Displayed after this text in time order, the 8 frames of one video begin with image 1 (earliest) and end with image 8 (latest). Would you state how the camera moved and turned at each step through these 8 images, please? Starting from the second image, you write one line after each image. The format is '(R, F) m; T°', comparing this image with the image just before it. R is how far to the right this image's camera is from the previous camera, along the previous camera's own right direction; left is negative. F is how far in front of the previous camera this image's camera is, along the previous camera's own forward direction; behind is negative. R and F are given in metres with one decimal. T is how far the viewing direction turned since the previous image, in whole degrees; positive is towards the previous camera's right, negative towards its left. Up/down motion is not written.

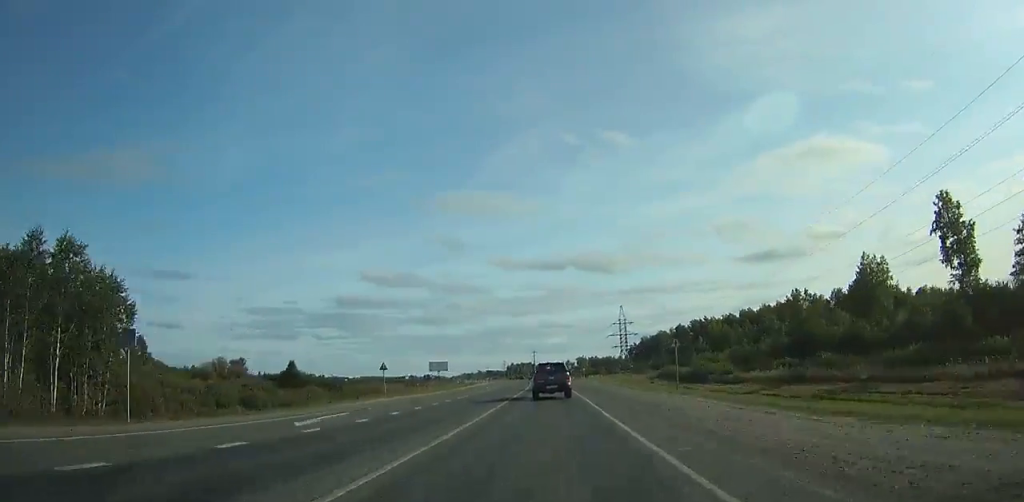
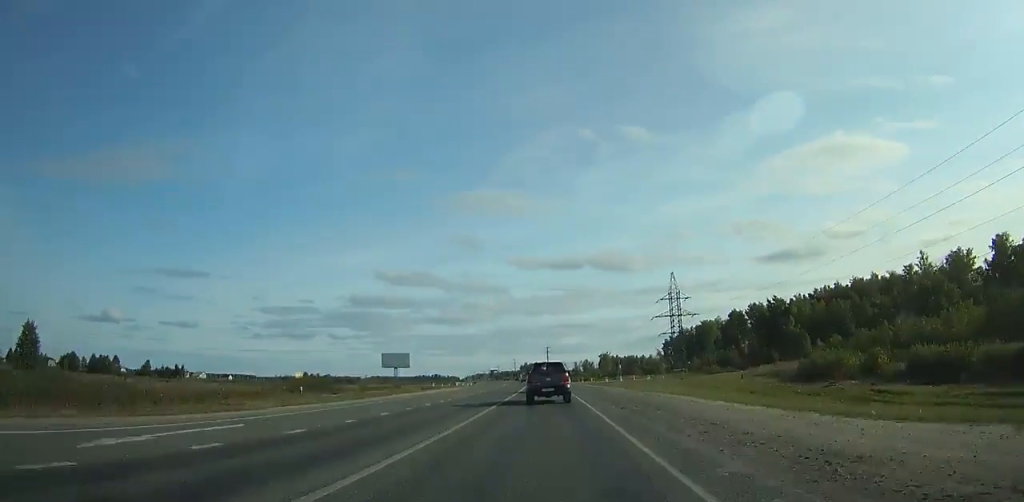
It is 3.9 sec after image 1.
(-1.0, +66.1) m; -2°
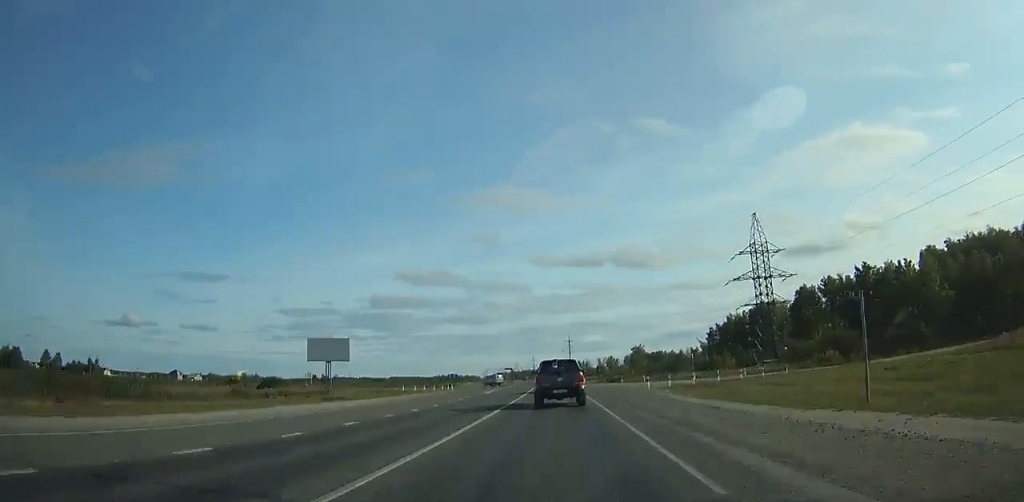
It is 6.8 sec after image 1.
(-0.4, +47.9) m; -1°
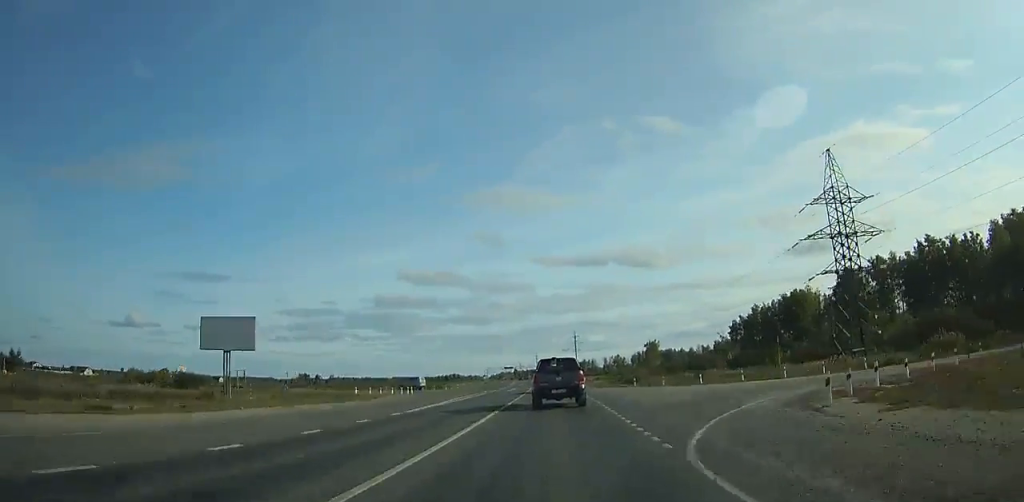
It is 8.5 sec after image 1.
(-0.4, +29.2) m; -1°
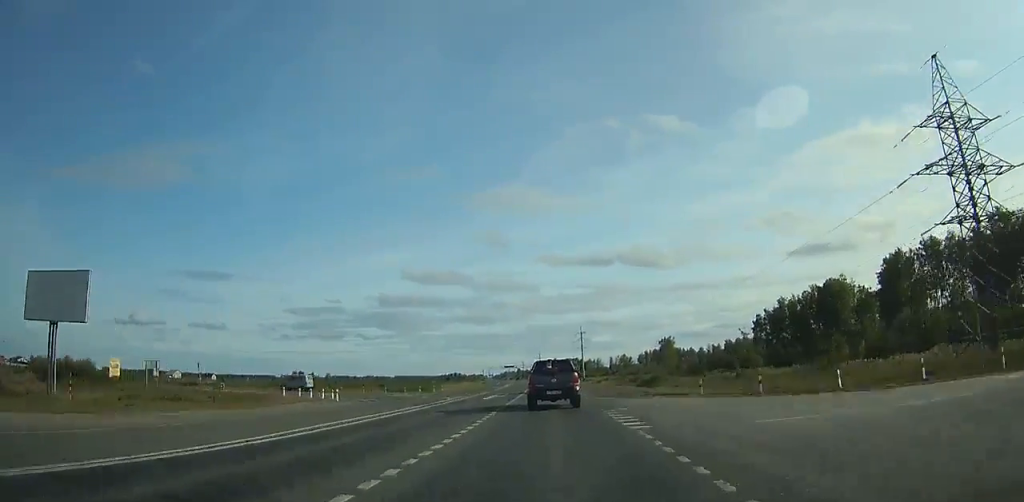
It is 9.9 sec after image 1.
(0.0, +24.1) m; -1°
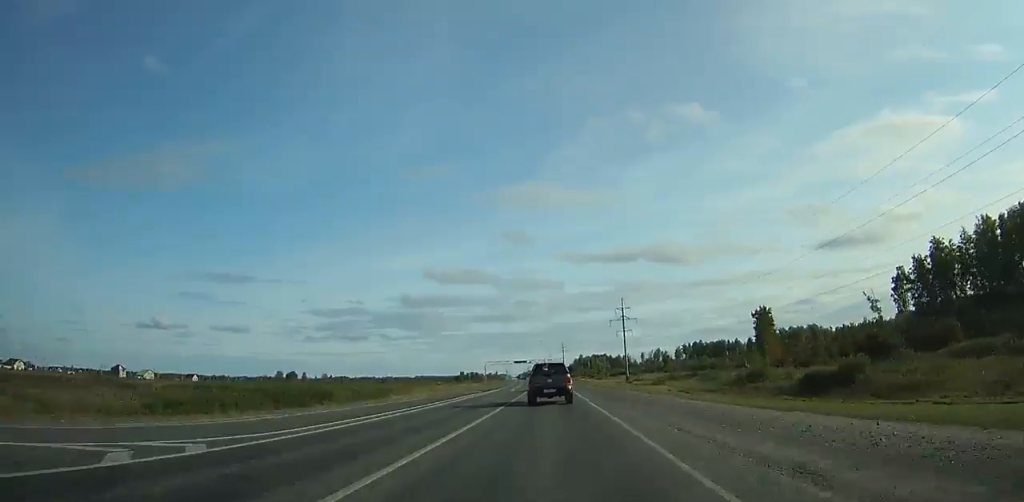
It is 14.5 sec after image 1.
(-1.9, +79.7) m; -3°
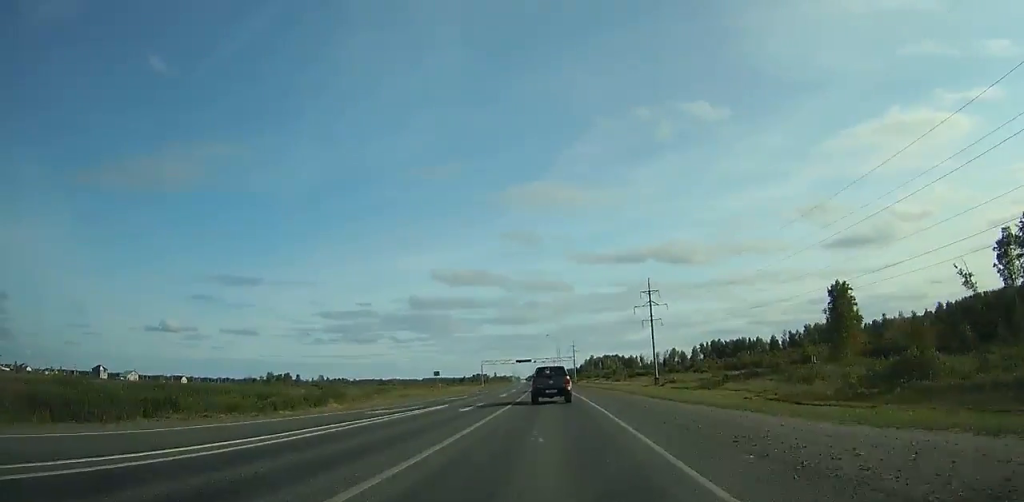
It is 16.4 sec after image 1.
(-0.3, +33.4) m; -1°
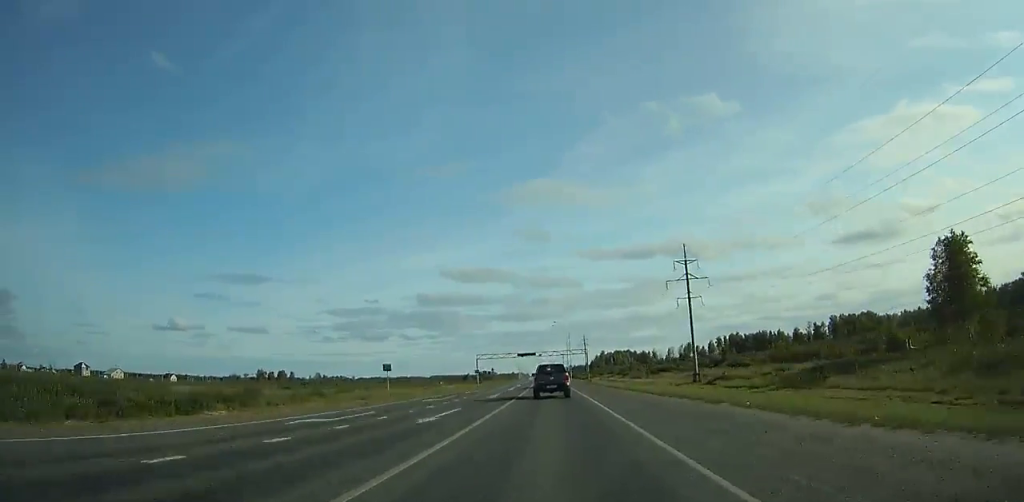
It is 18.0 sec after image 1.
(-0.2, +28.8) m; -1°
